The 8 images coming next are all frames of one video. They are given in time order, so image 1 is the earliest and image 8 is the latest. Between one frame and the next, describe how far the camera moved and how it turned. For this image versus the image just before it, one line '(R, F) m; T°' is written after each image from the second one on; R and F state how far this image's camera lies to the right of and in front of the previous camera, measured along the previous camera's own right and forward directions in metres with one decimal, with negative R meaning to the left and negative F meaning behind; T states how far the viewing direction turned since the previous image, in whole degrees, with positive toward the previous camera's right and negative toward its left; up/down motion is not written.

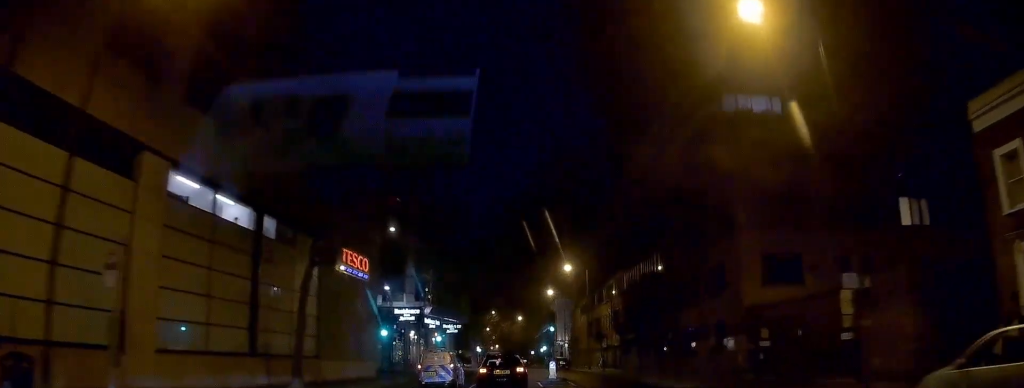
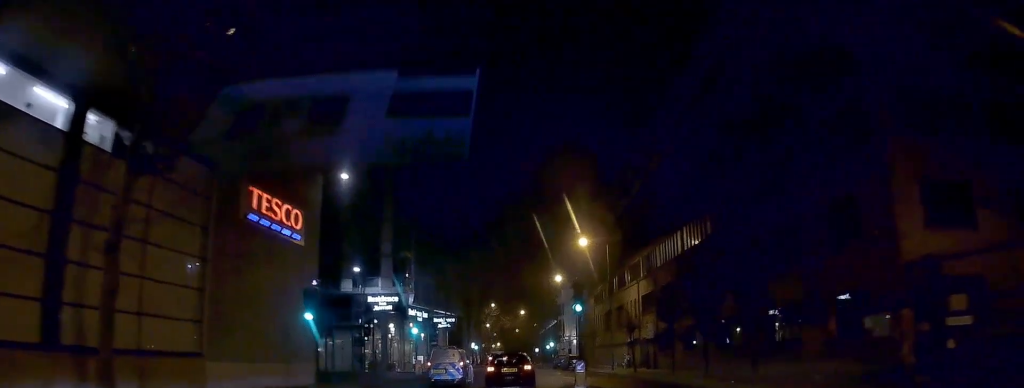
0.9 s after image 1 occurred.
(0.0, +12.7) m; 0°
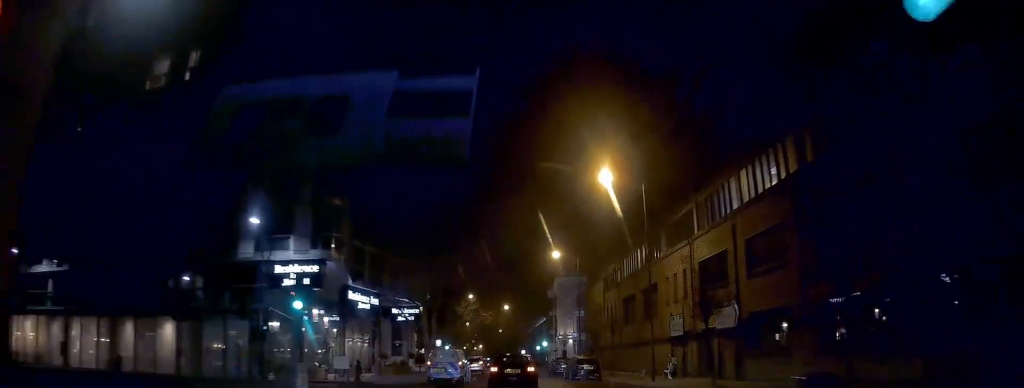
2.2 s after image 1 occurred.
(-0.1, +18.5) m; 0°
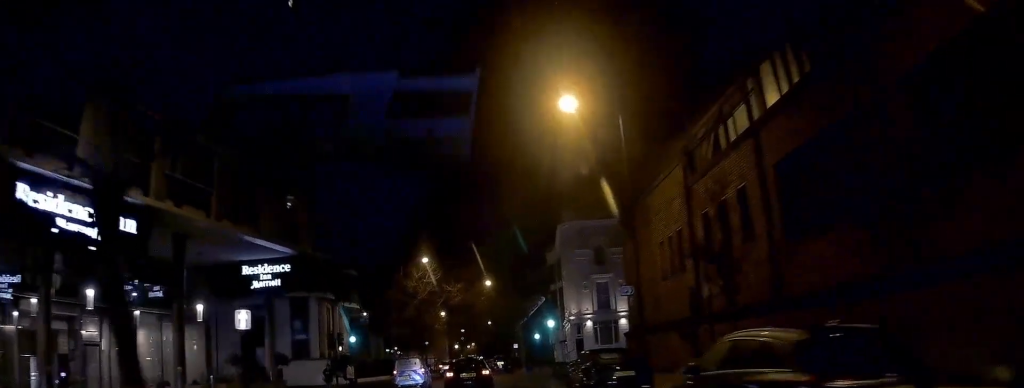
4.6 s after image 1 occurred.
(+1.1, +31.6) m; +2°
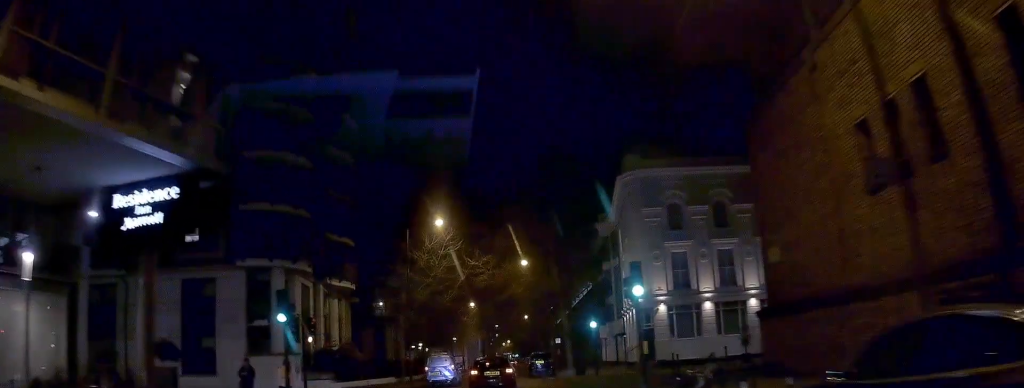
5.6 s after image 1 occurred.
(-0.4, +13.7) m; -3°
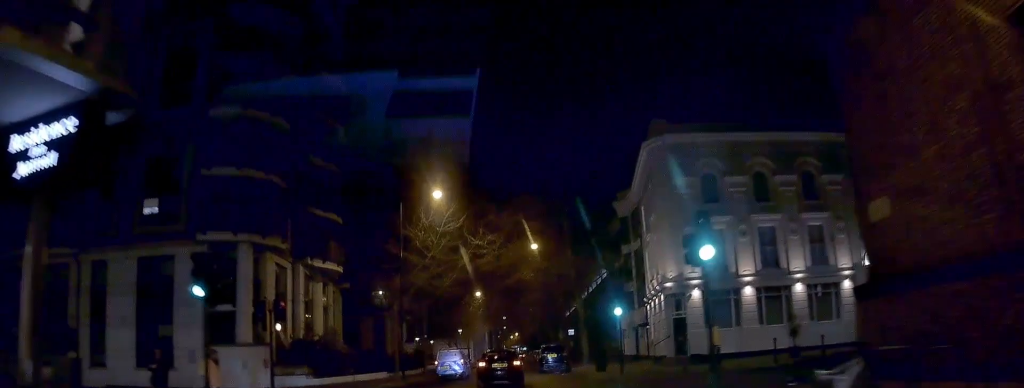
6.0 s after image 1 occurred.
(-0.1, +5.4) m; -1°
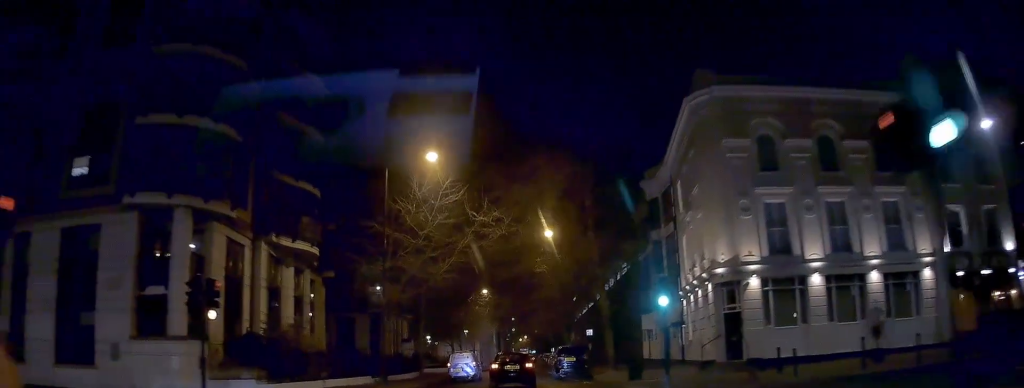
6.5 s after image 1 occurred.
(-0.1, +6.7) m; -1°
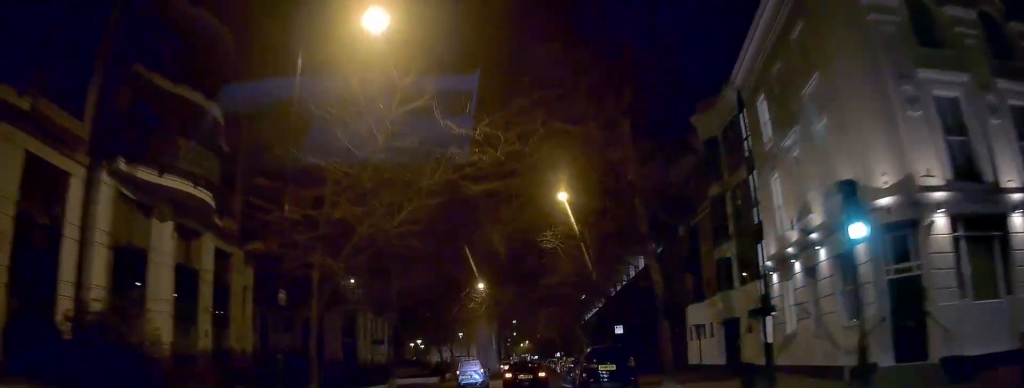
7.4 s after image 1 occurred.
(0.0, +12.2) m; 0°
